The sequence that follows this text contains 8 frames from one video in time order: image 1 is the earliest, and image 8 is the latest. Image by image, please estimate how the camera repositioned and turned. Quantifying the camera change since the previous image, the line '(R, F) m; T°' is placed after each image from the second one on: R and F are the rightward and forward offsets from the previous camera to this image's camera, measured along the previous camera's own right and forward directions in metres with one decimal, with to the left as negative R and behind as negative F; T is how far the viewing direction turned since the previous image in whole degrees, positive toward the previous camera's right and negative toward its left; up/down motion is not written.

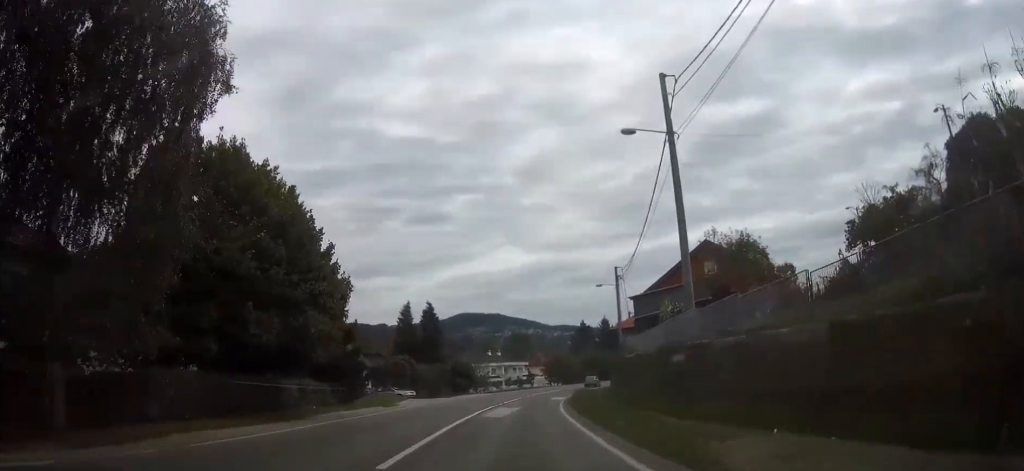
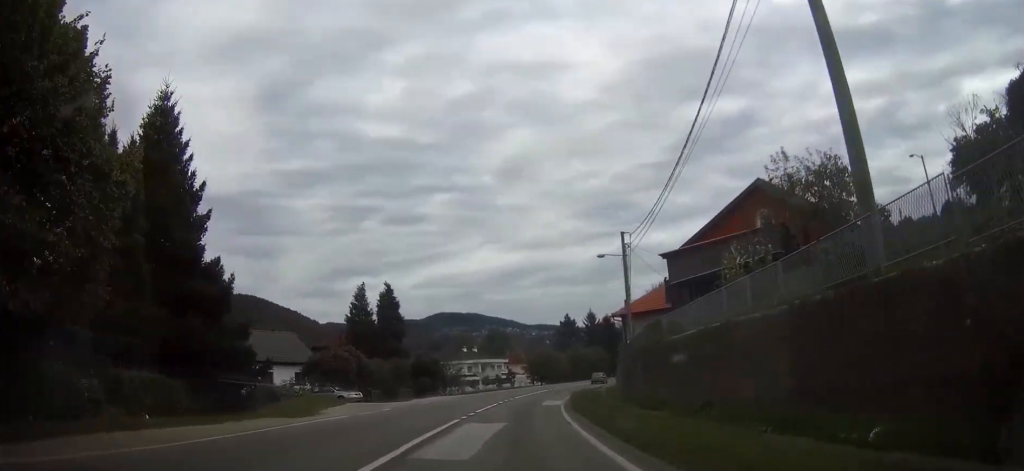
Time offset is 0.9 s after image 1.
(+0.1, +13.8) m; +1°
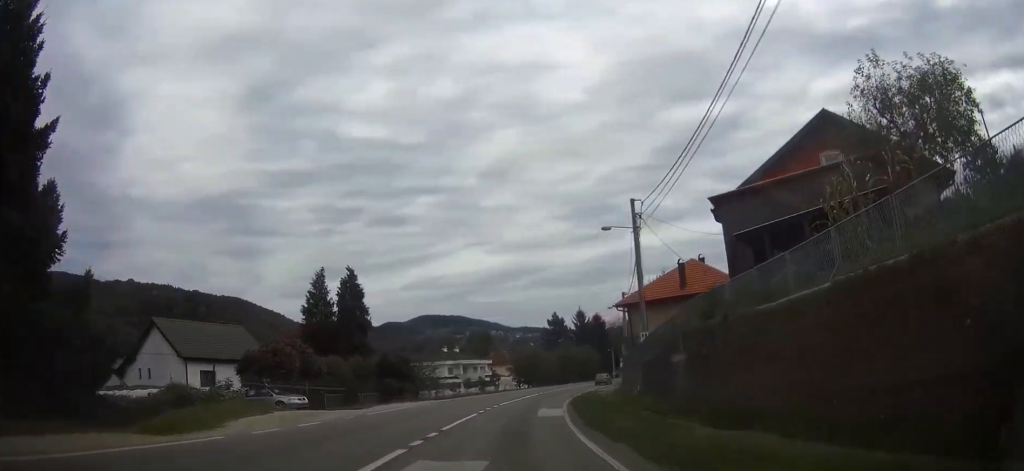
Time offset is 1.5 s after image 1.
(0.0, +9.5) m; +1°
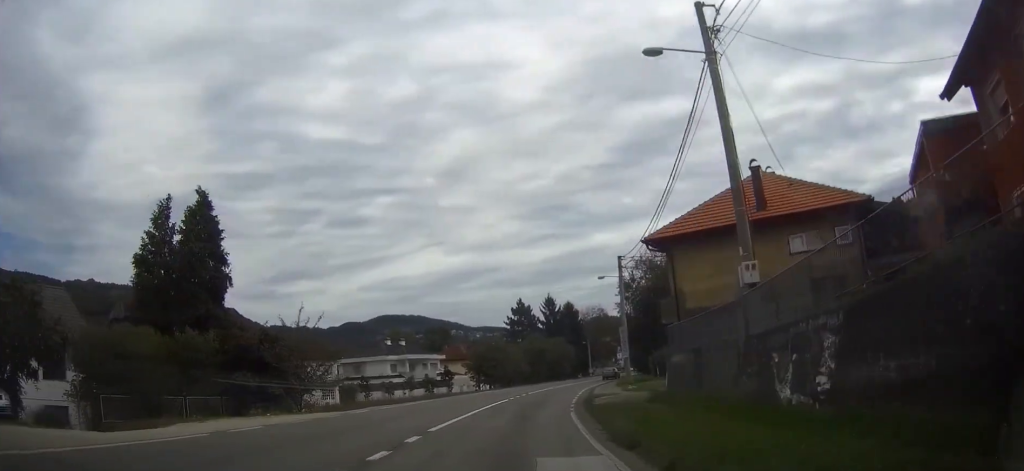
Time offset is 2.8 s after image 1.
(+0.6, +21.8) m; +3°
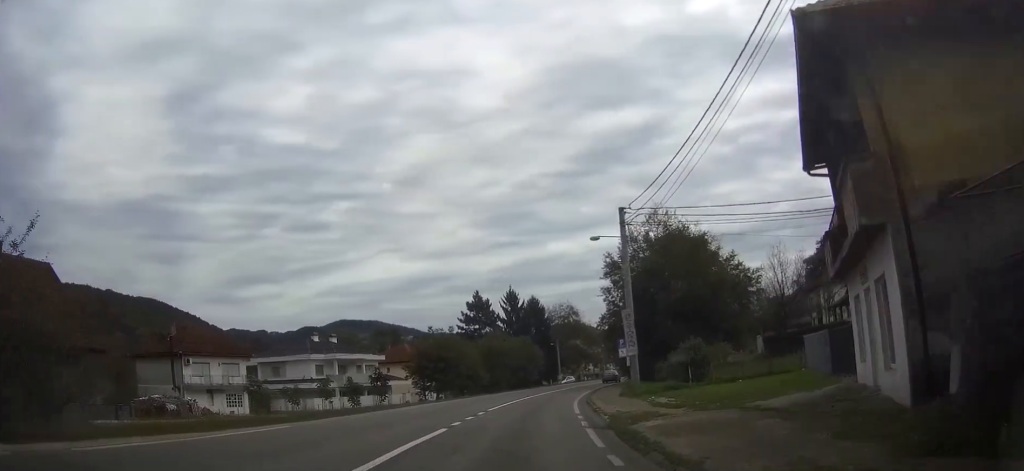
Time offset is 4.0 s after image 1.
(+0.6, +18.6) m; +4°
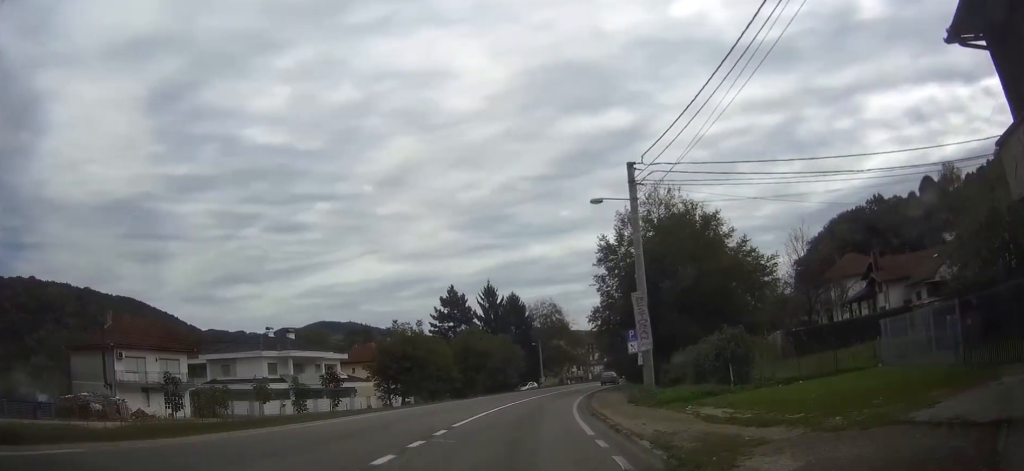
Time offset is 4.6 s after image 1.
(+0.1, +9.0) m; +2°
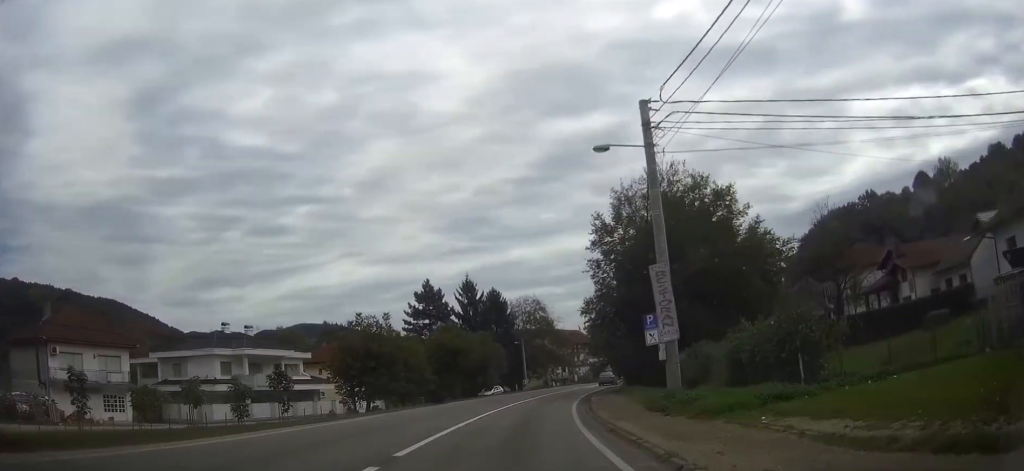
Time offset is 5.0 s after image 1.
(+0.1, +7.4) m; +1°
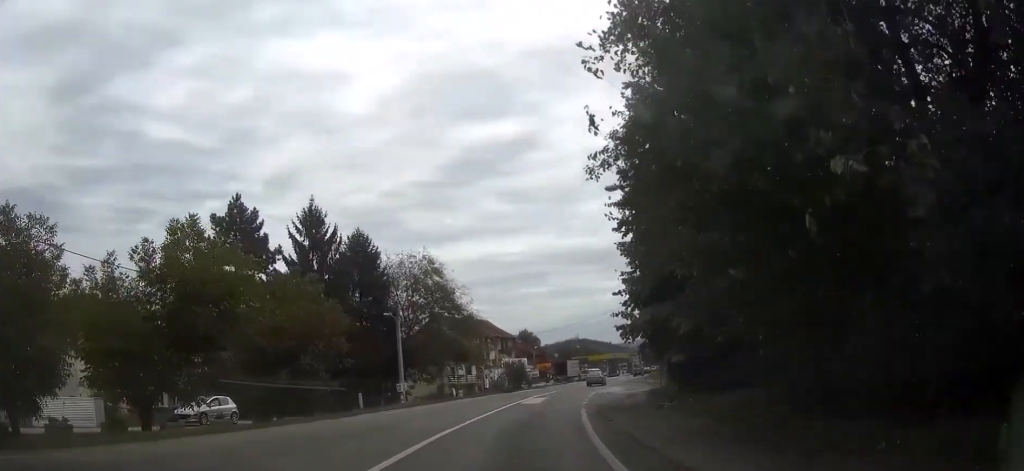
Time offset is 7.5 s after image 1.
(+2.5, +38.9) m; +8°
